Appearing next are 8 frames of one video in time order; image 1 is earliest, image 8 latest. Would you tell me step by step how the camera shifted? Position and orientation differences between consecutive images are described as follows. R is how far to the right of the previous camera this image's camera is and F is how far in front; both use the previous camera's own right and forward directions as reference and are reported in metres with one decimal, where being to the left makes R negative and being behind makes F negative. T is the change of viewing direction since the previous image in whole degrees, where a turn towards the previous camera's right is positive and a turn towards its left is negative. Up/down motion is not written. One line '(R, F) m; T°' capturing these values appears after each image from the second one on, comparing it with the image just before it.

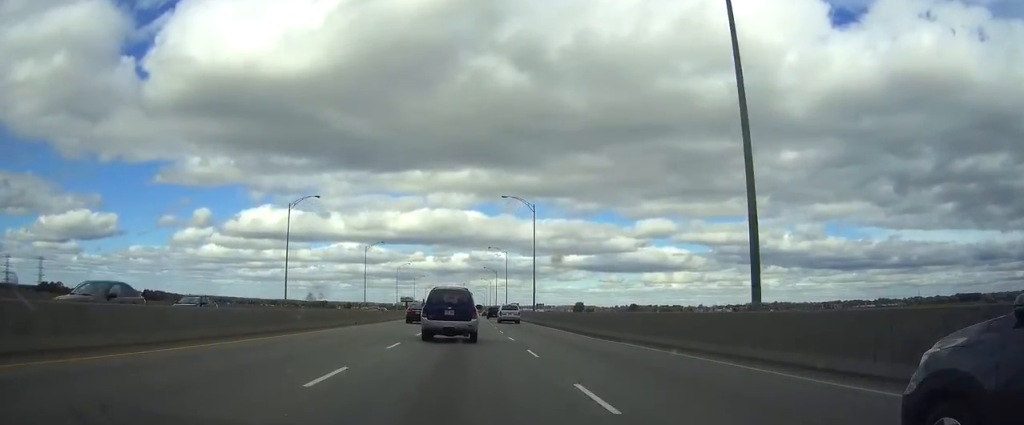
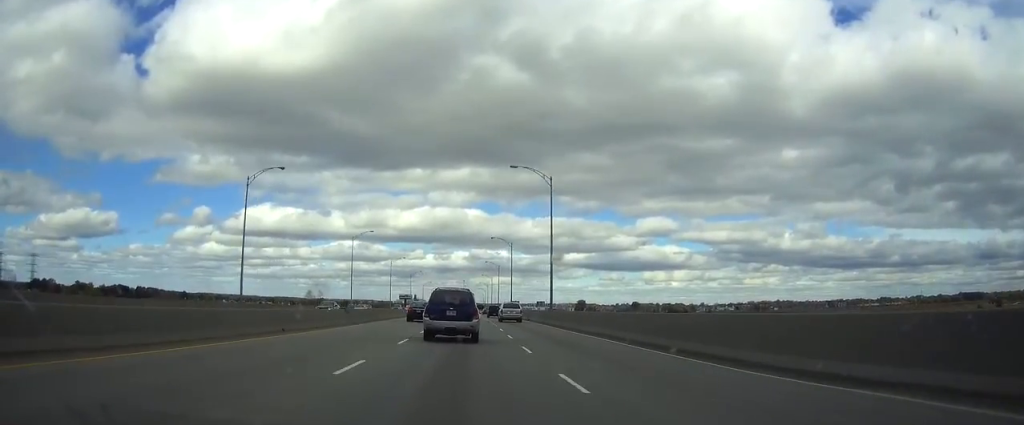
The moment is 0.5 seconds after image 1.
(0.0, +16.3) m; 0°
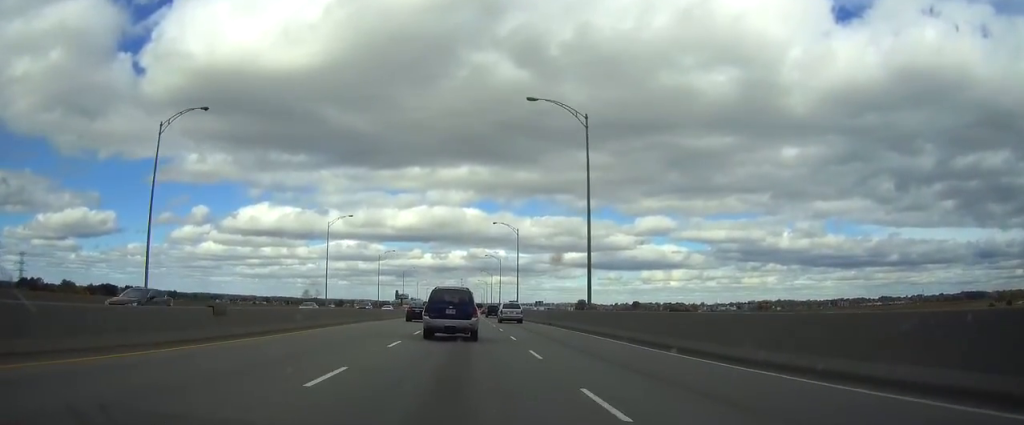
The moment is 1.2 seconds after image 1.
(+0.1, +20.4) m; 0°
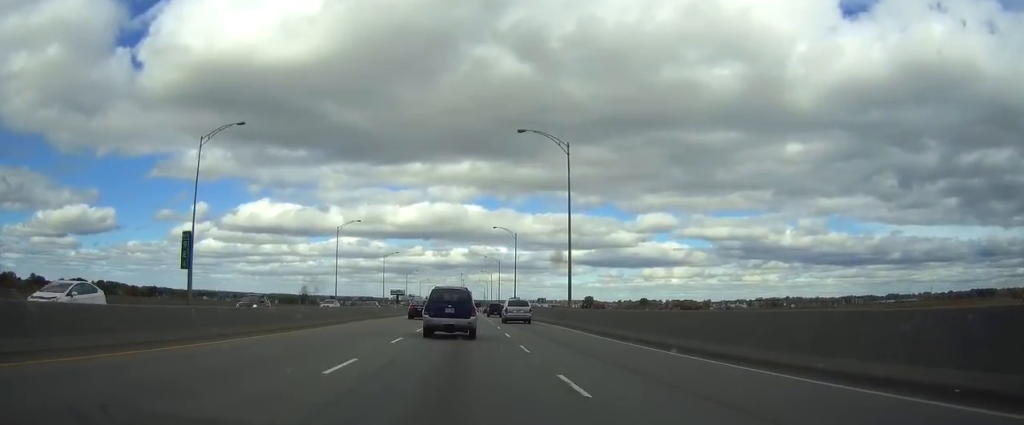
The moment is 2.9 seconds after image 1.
(0.0, +52.9) m; 0°
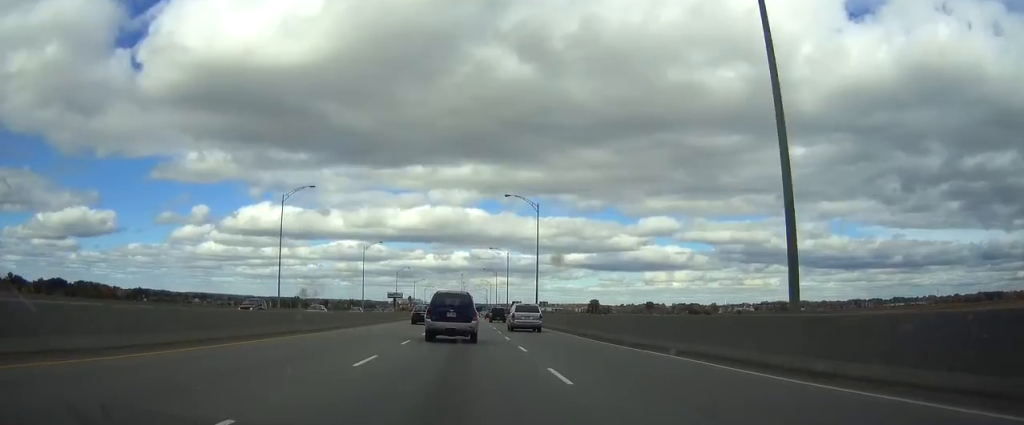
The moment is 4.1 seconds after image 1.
(-0.1, +34.6) m; 0°
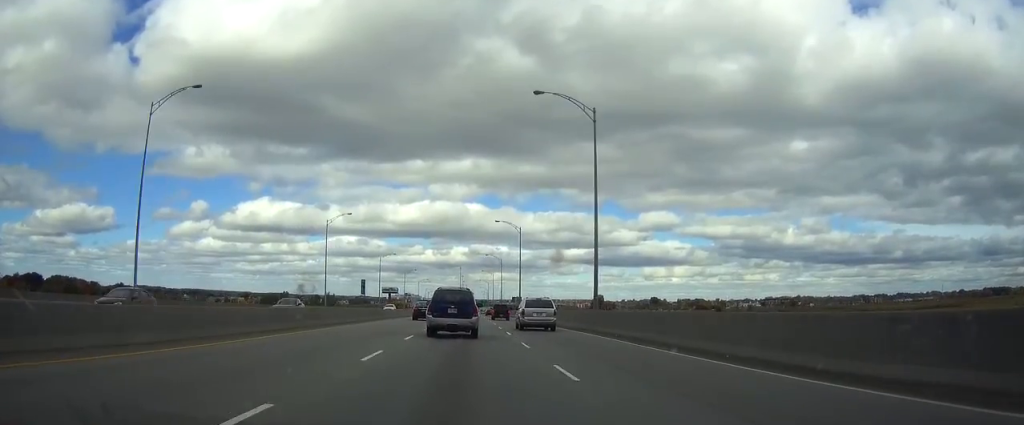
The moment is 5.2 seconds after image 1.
(+0.1, +35.6) m; 0°
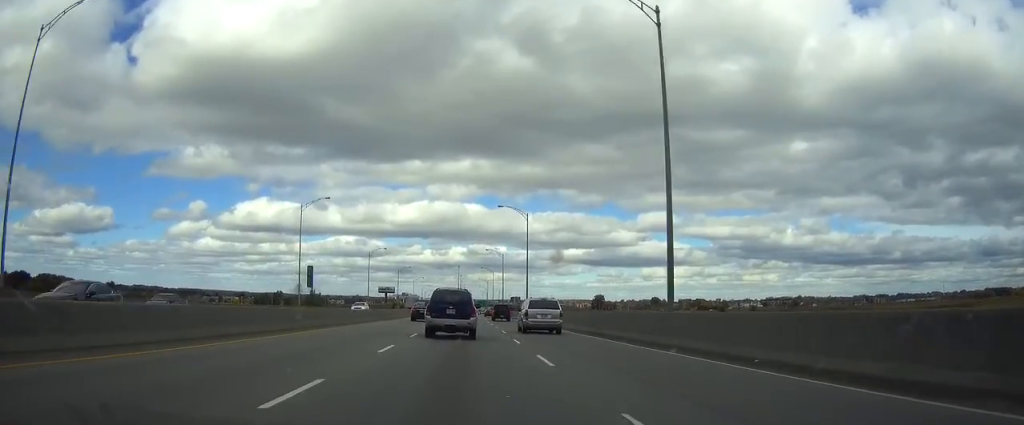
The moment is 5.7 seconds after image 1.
(0.0, +15.3) m; 0°
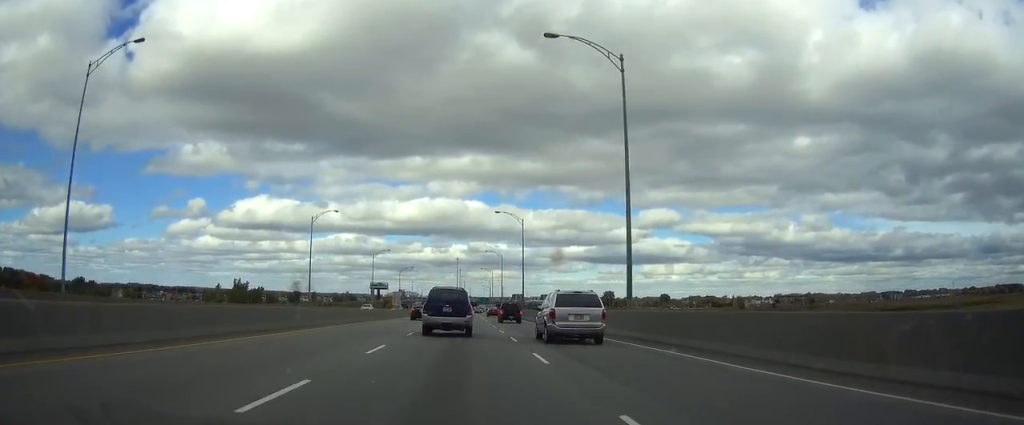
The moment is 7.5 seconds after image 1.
(-0.1, +54.9) m; 0°
